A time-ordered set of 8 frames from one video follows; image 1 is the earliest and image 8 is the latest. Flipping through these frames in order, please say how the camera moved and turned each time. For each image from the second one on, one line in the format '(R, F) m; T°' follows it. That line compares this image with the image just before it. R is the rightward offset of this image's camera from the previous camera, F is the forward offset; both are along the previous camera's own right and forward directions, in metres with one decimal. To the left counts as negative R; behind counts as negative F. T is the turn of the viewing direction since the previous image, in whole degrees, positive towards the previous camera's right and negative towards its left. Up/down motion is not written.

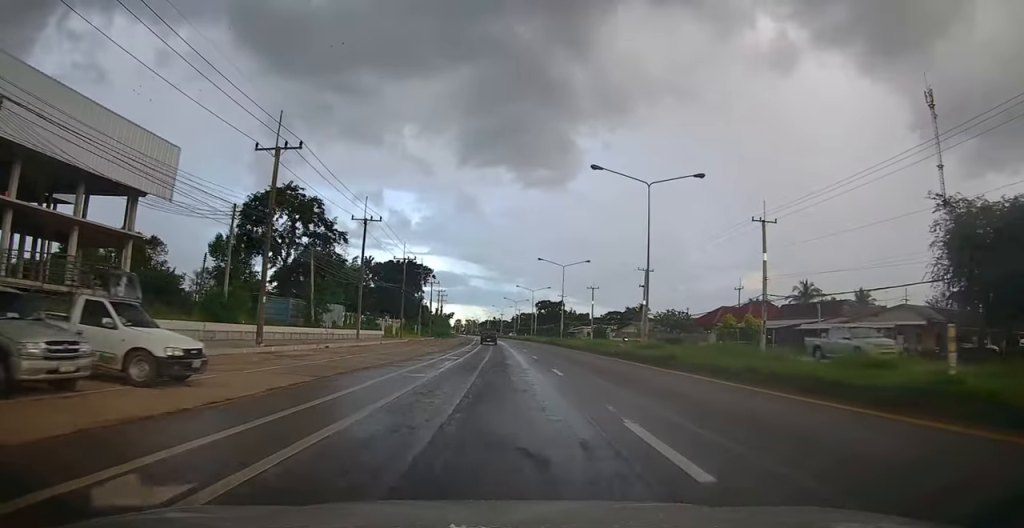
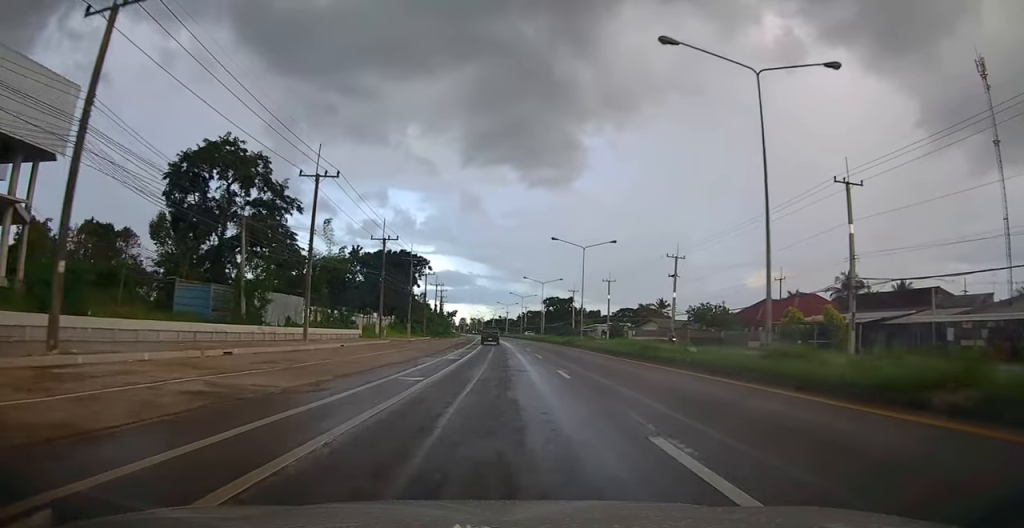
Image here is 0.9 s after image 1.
(-0.2, +13.0) m; -1°
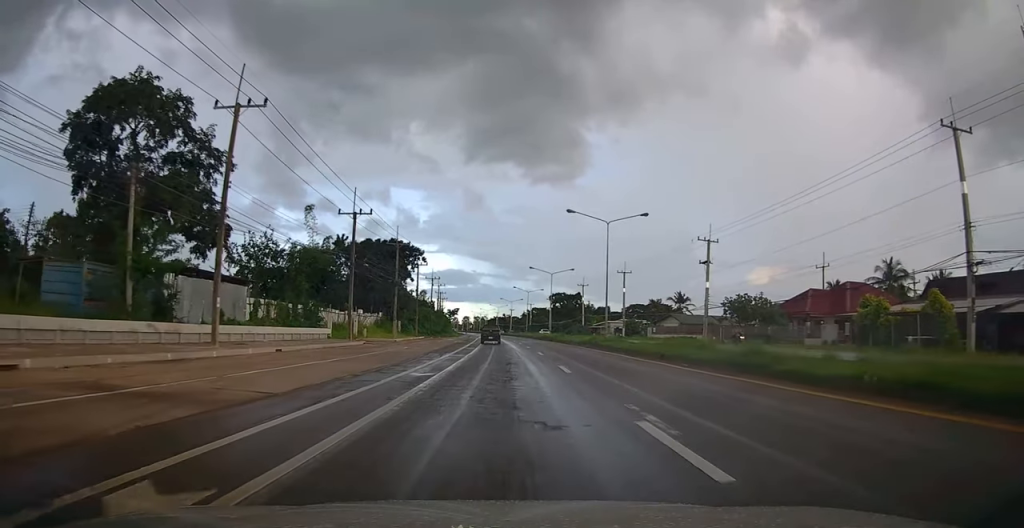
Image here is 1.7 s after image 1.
(0.0, +11.0) m; 0°
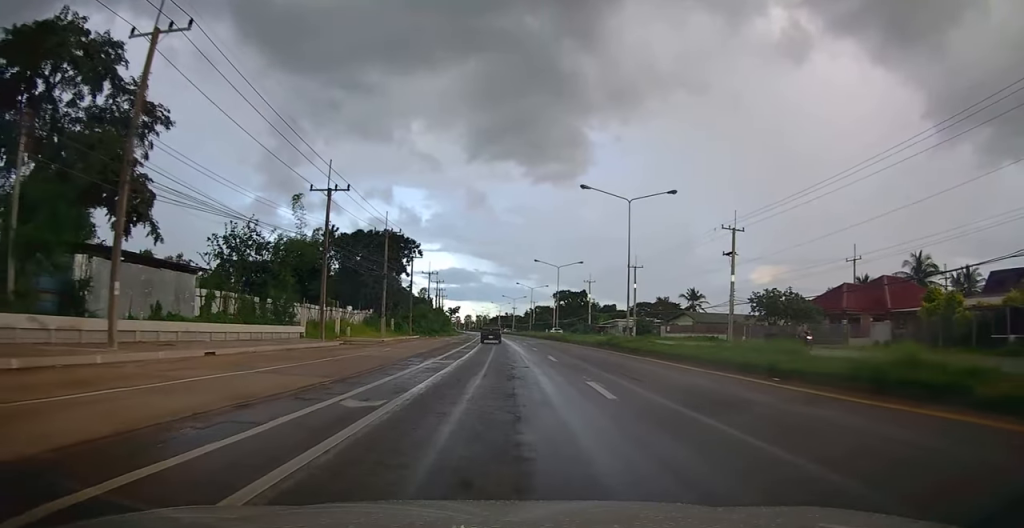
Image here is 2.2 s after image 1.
(0.0, +6.6) m; 0°
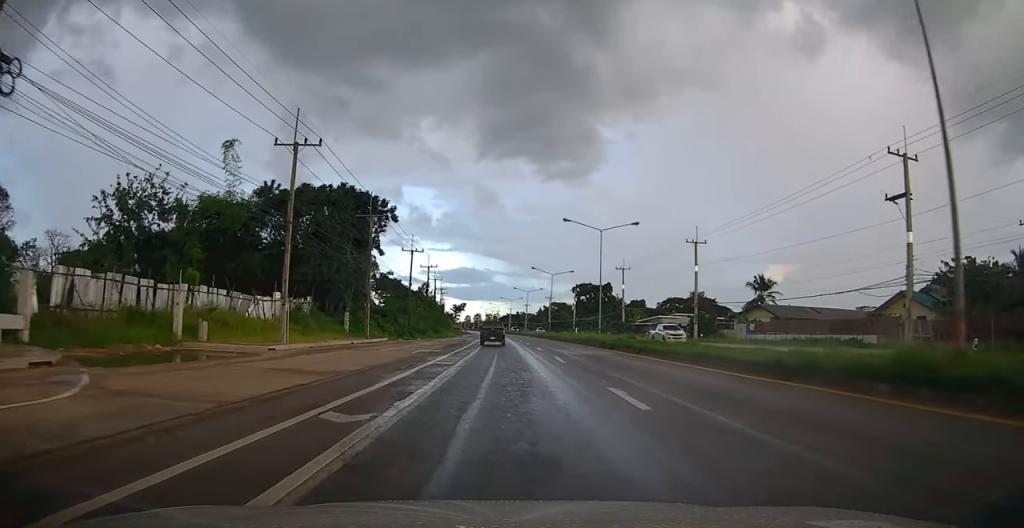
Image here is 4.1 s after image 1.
(-0.5, +25.6) m; -2°
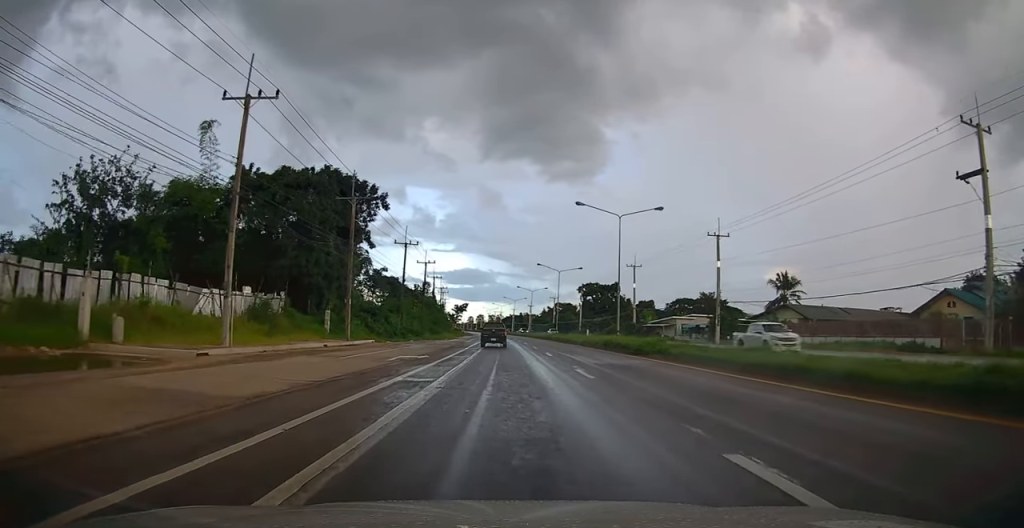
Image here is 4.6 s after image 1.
(+0.1, +6.1) m; +1°
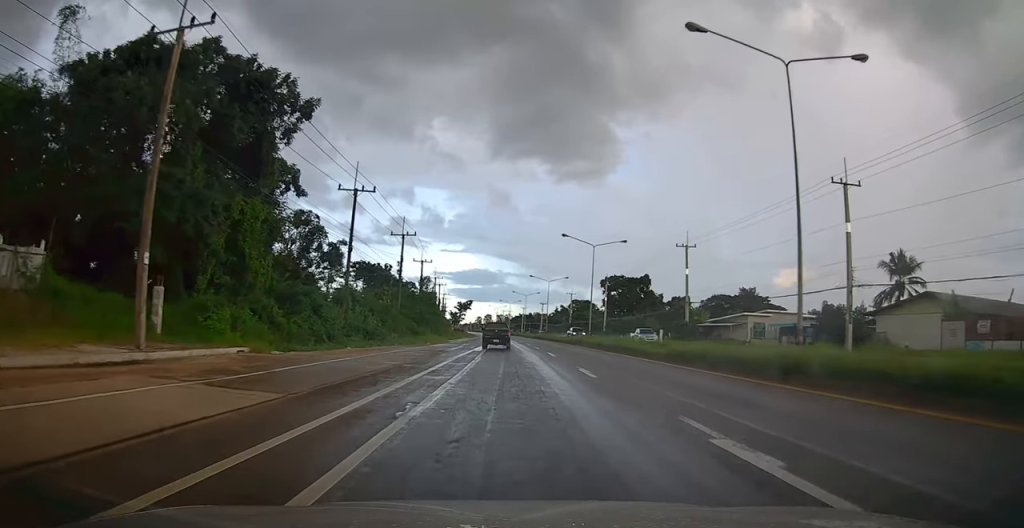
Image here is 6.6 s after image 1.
(-0.6, +22.8) m; -3°
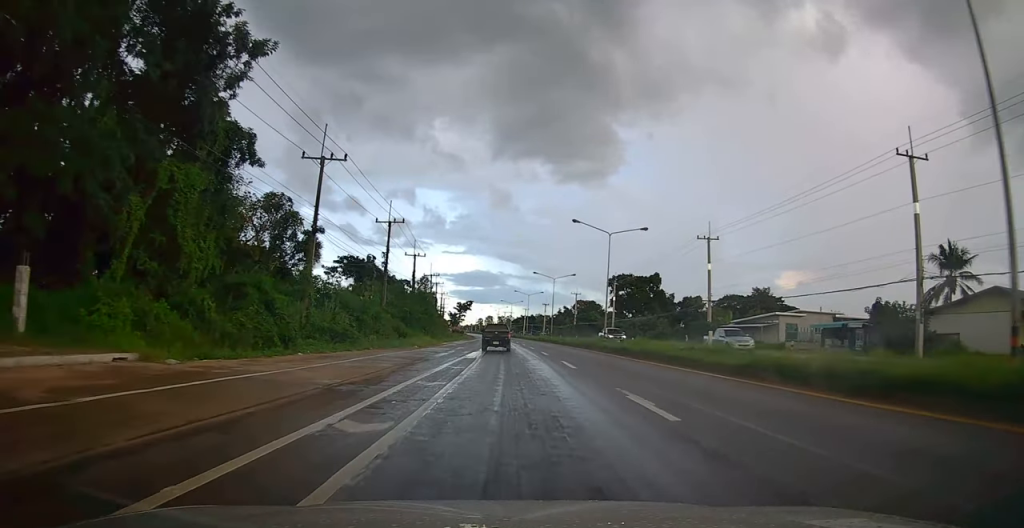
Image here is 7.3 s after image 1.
(0.0, +7.3) m; +1°
